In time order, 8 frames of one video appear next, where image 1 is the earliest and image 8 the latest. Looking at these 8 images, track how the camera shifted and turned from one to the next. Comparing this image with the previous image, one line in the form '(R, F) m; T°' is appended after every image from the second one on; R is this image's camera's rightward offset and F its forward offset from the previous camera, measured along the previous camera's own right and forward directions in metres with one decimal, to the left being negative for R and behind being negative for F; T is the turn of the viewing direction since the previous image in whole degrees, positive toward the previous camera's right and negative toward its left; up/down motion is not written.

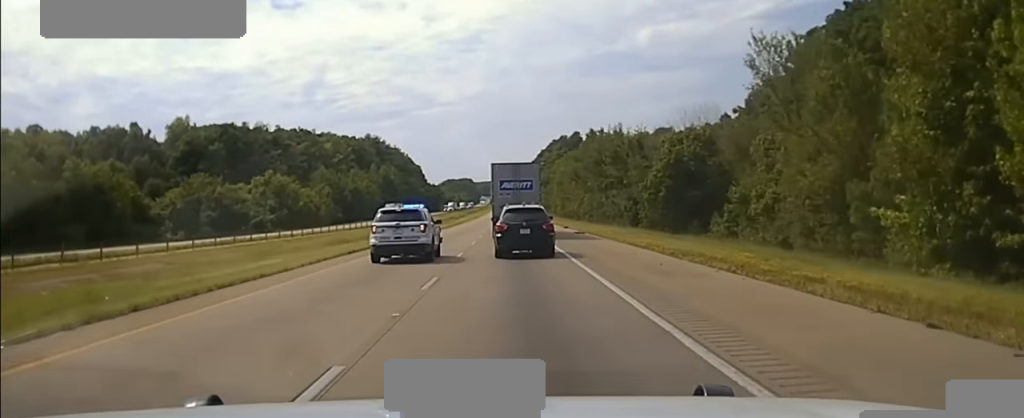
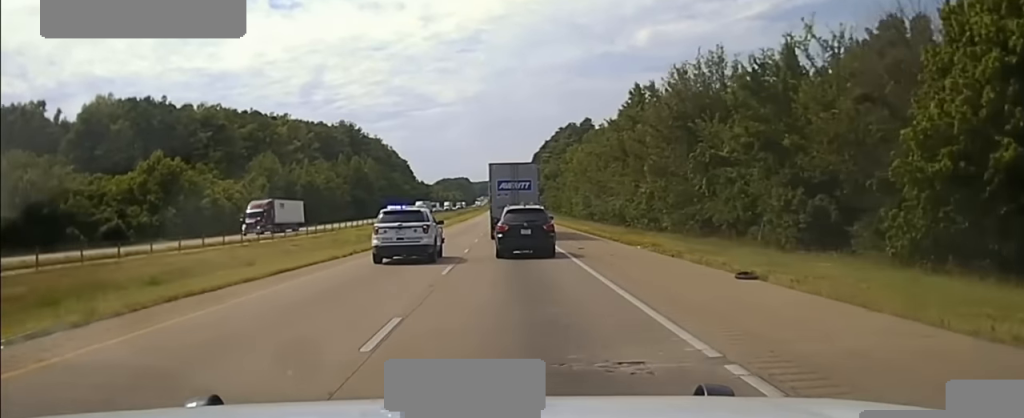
(-0.1, +57.4) m; 0°
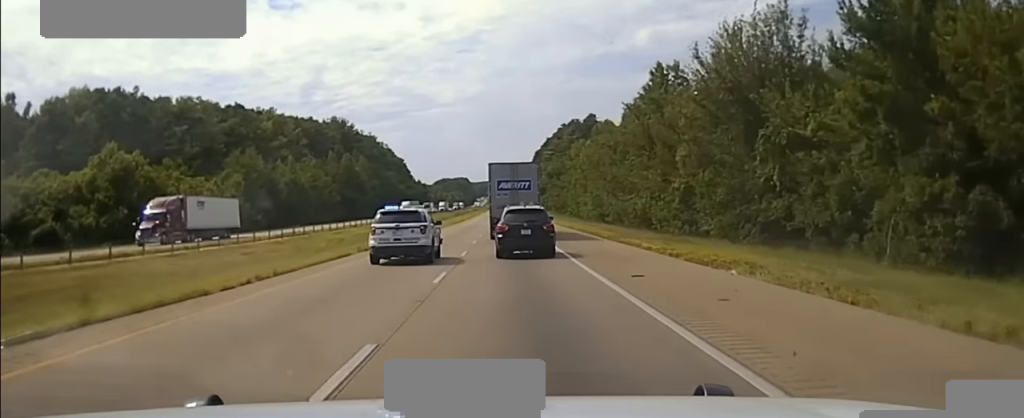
(-0.2, +15.5) m; 0°
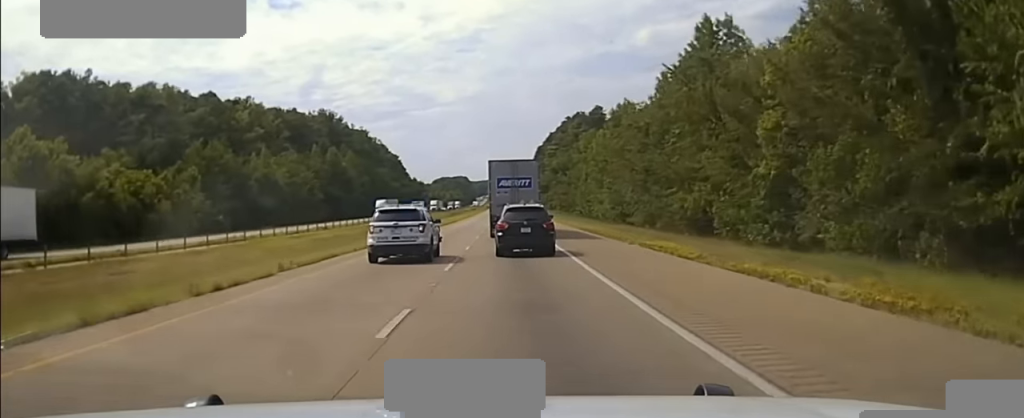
(+0.3, +21.0) m; 0°
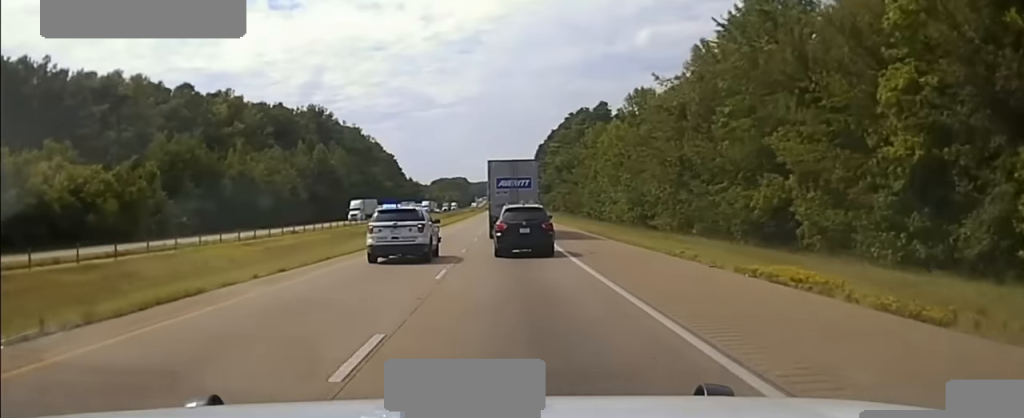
(+0.1, +15.4) m; 0°
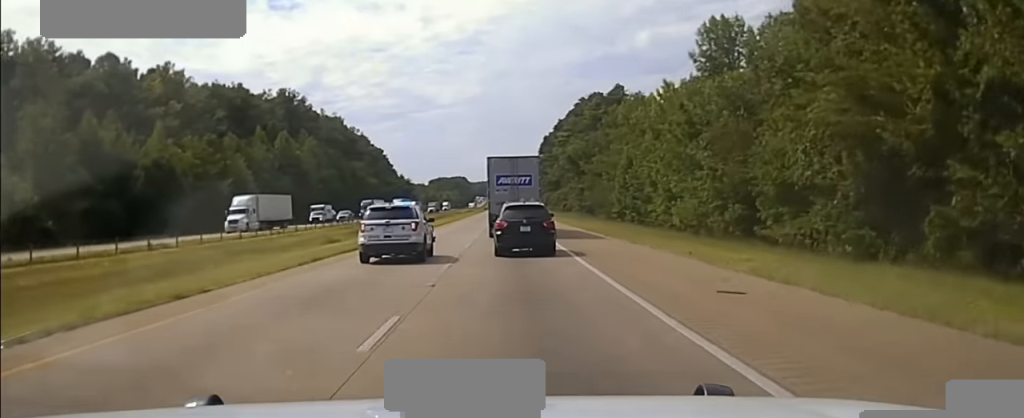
(-0.4, +34.4) m; -1°
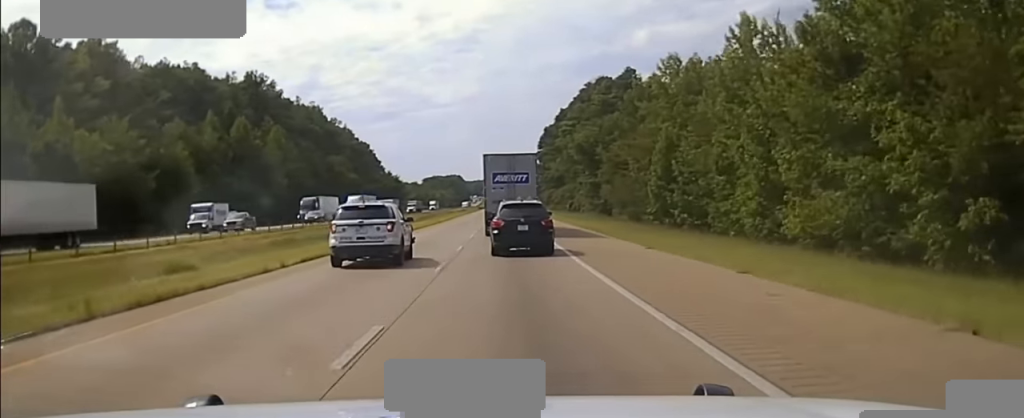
(-0.1, +26.1) m; 0°
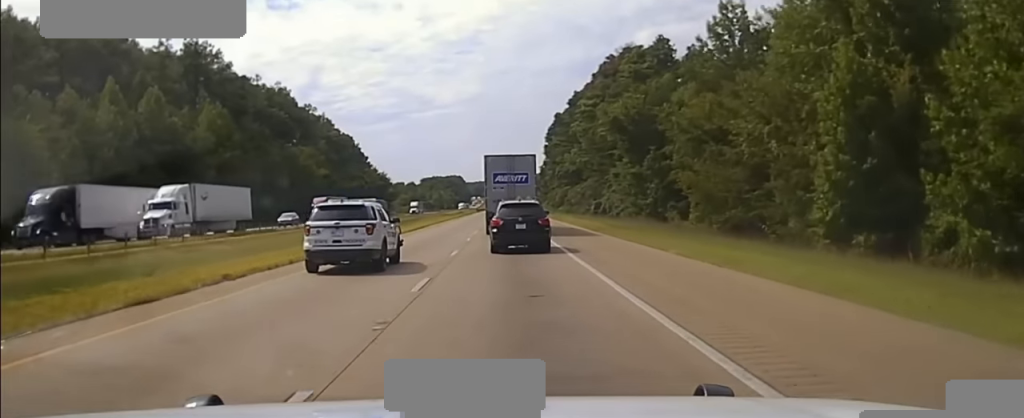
(0.0, +37.0) m; 0°
